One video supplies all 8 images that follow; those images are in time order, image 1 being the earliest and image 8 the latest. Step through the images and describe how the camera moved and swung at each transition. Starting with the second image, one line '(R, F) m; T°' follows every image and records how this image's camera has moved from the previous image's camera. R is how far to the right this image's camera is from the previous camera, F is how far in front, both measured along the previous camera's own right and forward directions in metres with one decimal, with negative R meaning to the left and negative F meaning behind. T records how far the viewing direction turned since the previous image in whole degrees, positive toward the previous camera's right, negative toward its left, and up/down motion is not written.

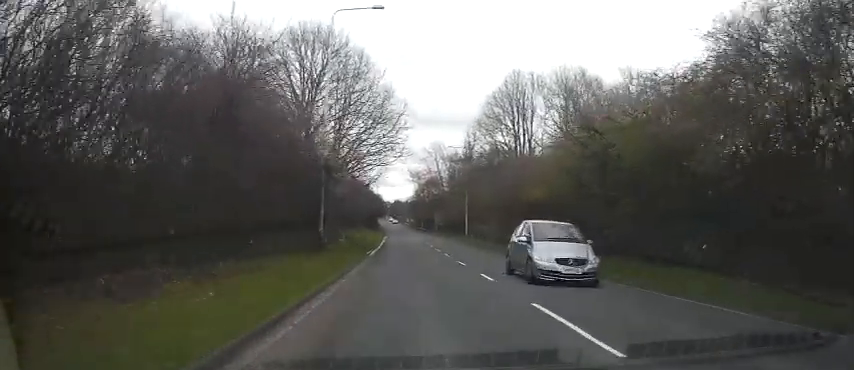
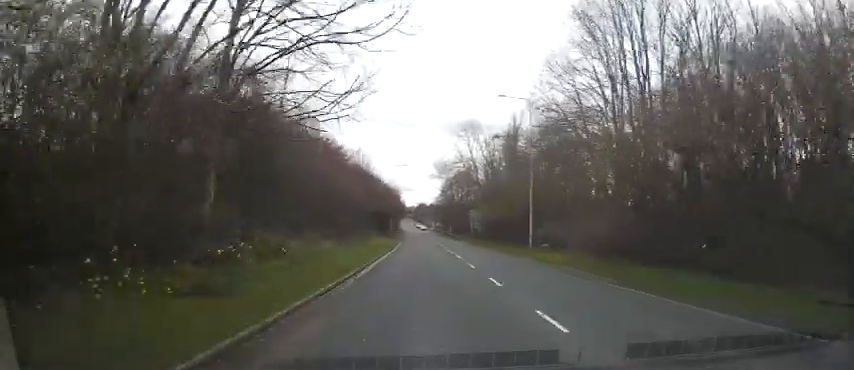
(-0.4, +22.4) m; -3°
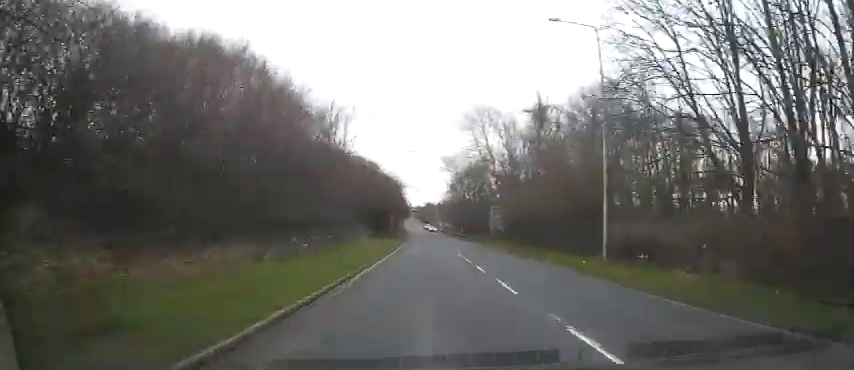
(-0.2, +13.2) m; -2°
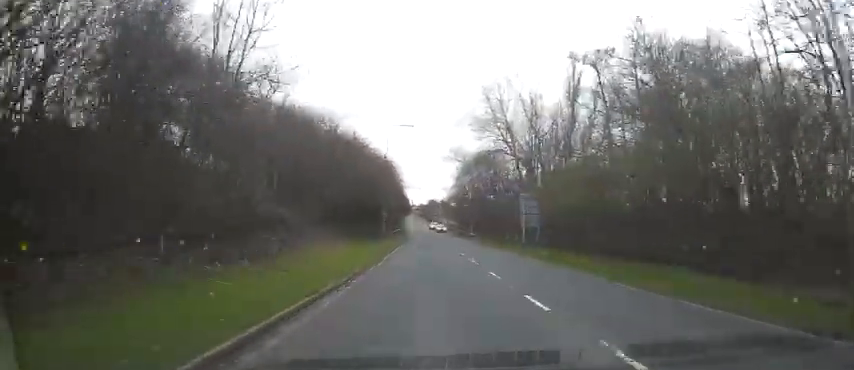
(-0.4, +13.9) m; 0°
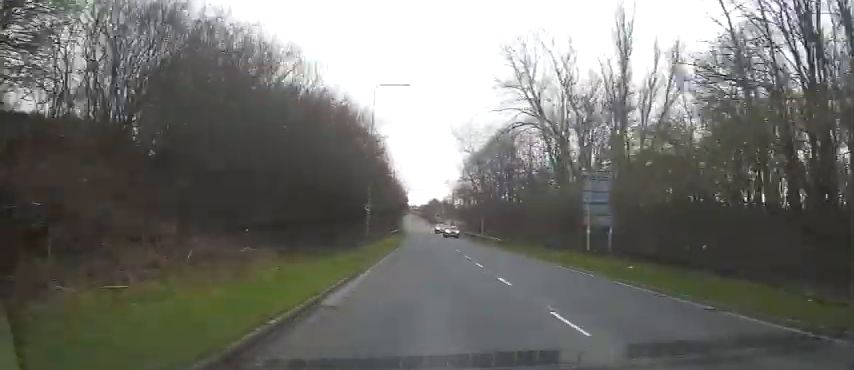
(+0.2, +13.6) m; 0°
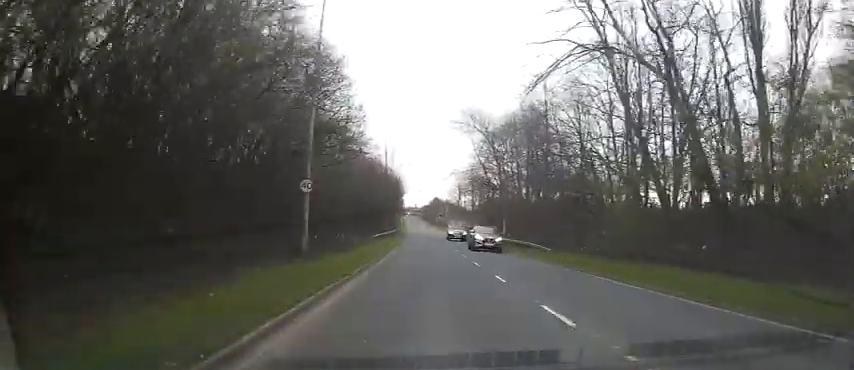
(-0.2, +16.4) m; 0°
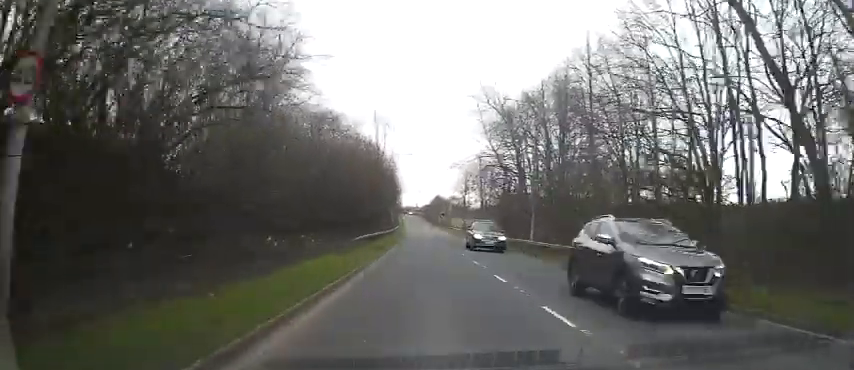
(0.0, +11.6) m; 0°
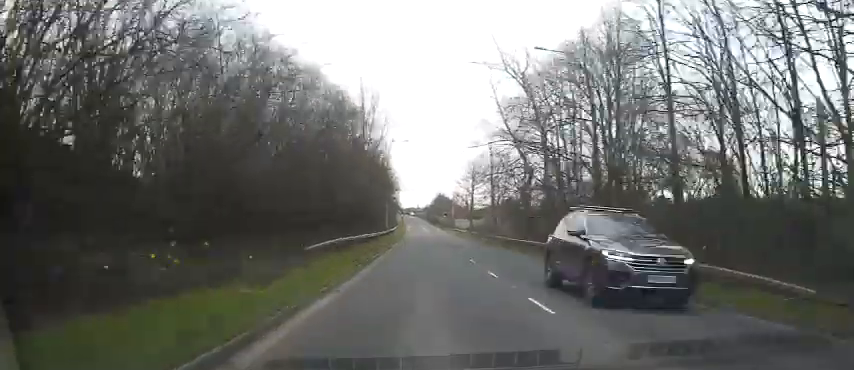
(+0.2, +9.6) m; 0°
